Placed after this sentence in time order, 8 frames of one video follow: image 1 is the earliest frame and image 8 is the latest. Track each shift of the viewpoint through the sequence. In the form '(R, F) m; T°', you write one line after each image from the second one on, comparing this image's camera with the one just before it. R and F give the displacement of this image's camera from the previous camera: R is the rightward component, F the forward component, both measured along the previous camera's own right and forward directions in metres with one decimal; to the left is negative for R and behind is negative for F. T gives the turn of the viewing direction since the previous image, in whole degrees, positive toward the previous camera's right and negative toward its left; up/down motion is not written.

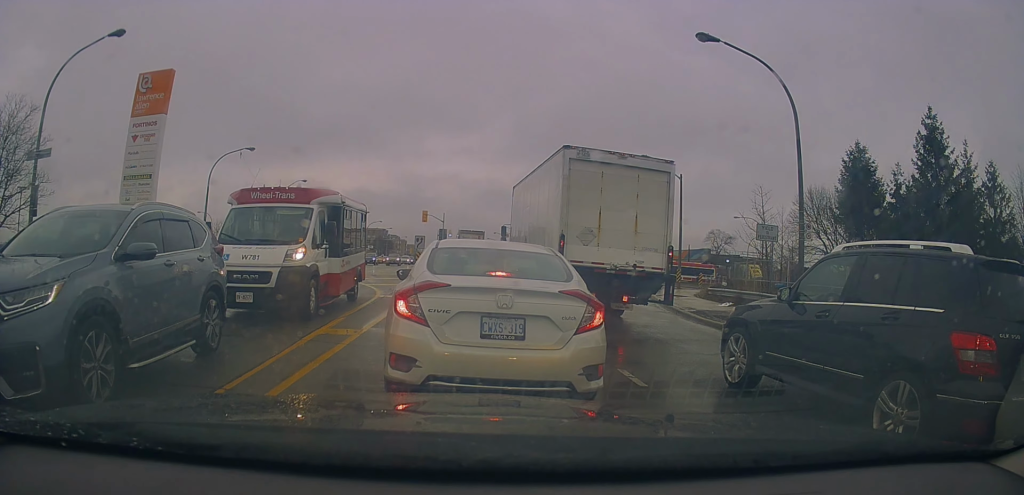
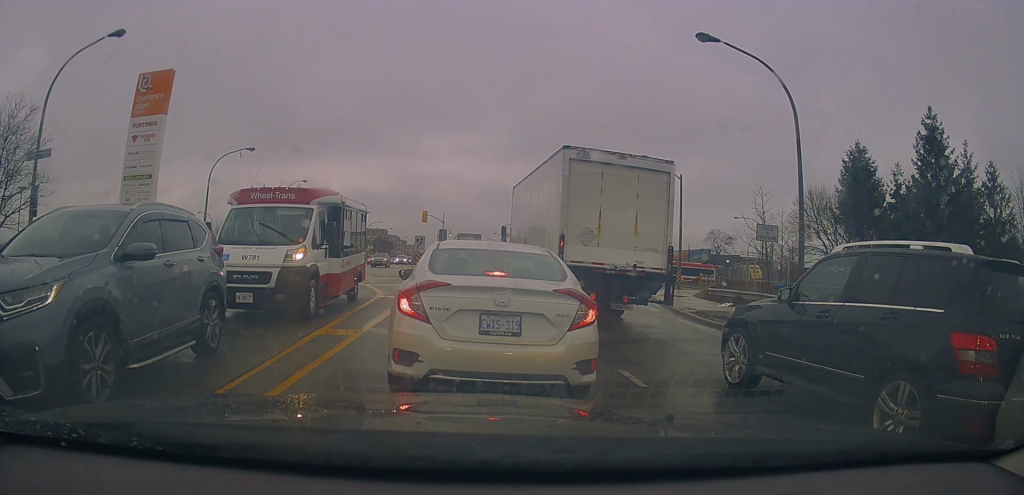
(0.0, 0.0) m; 0°
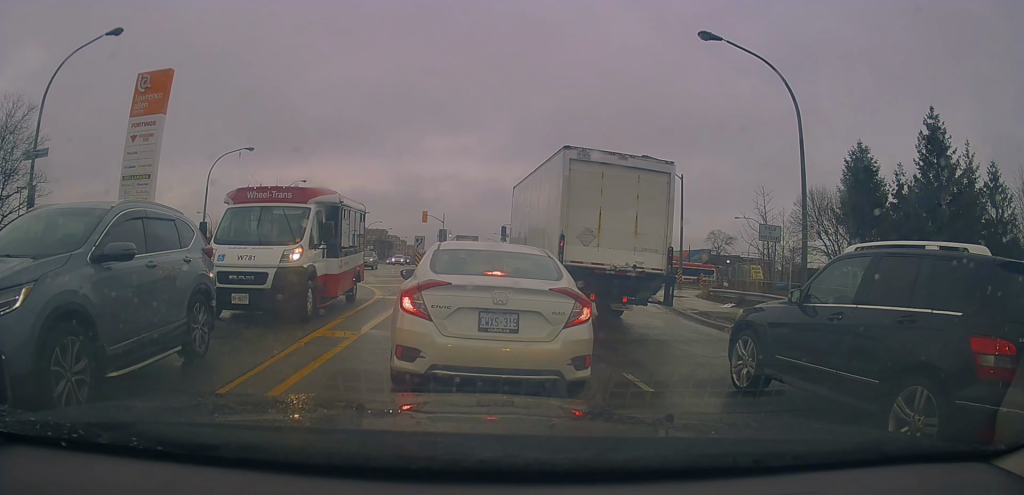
(0.0, 0.0) m; 0°
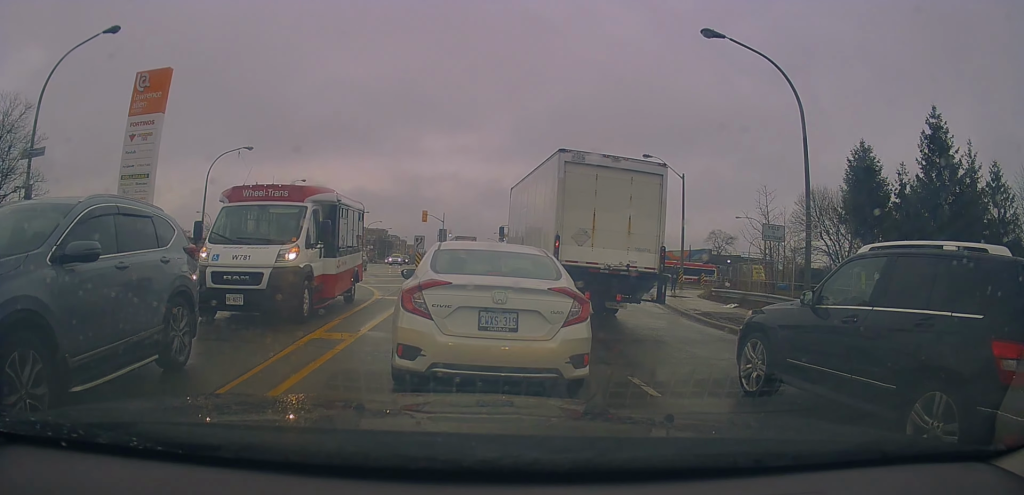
(0.0, 0.0) m; 0°
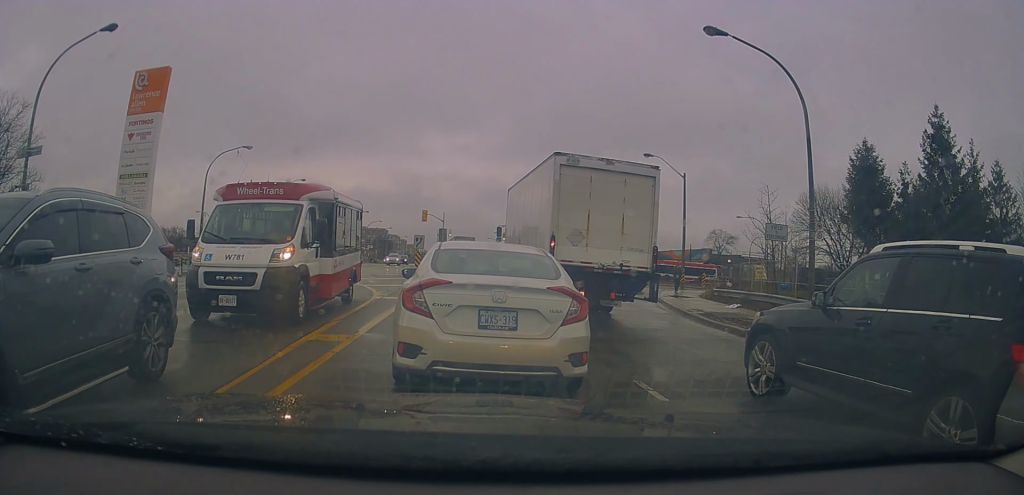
(0.0, 0.0) m; 0°
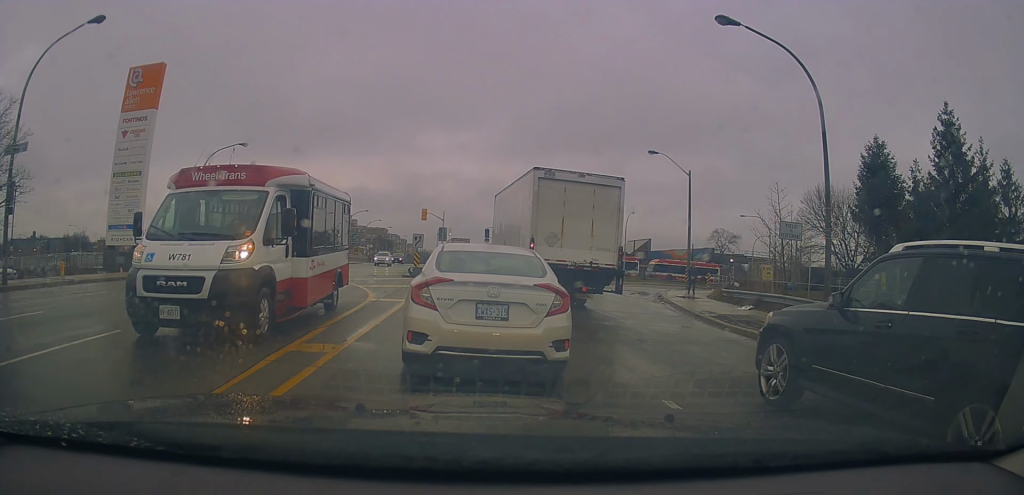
(+0.1, +0.5) m; 0°
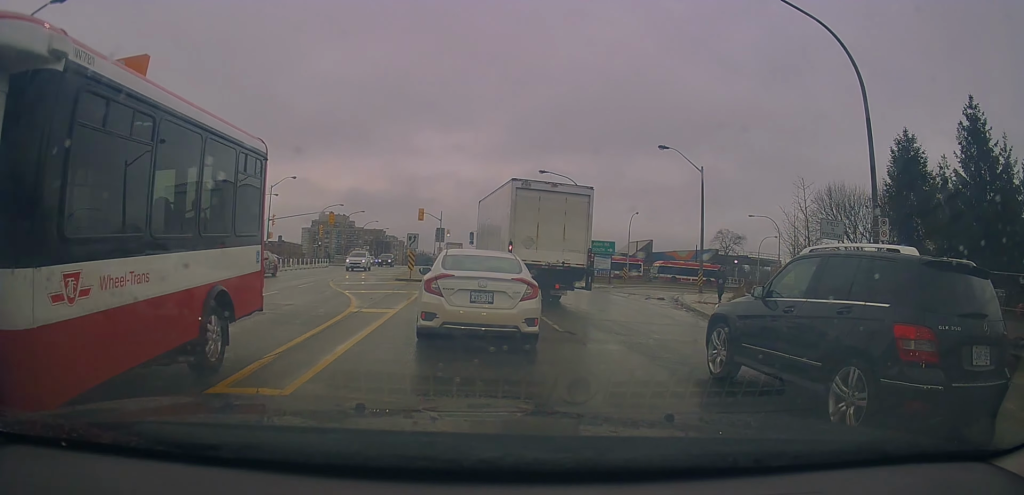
(+0.3, +1.7) m; 0°
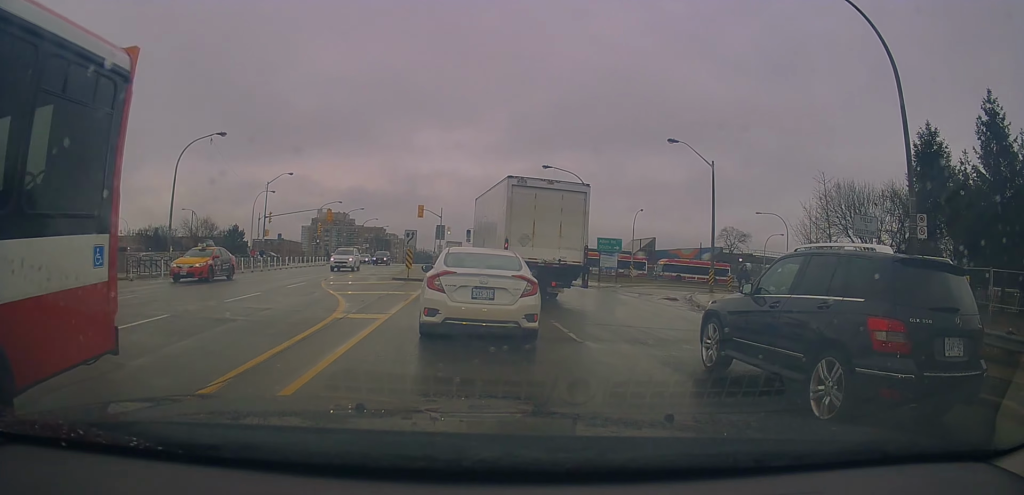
(0.0, +1.2) m; -1°
